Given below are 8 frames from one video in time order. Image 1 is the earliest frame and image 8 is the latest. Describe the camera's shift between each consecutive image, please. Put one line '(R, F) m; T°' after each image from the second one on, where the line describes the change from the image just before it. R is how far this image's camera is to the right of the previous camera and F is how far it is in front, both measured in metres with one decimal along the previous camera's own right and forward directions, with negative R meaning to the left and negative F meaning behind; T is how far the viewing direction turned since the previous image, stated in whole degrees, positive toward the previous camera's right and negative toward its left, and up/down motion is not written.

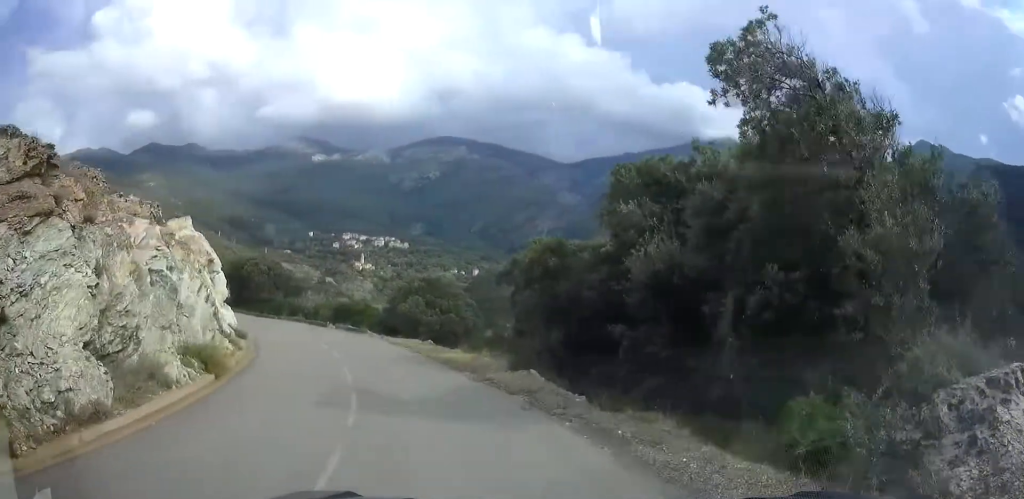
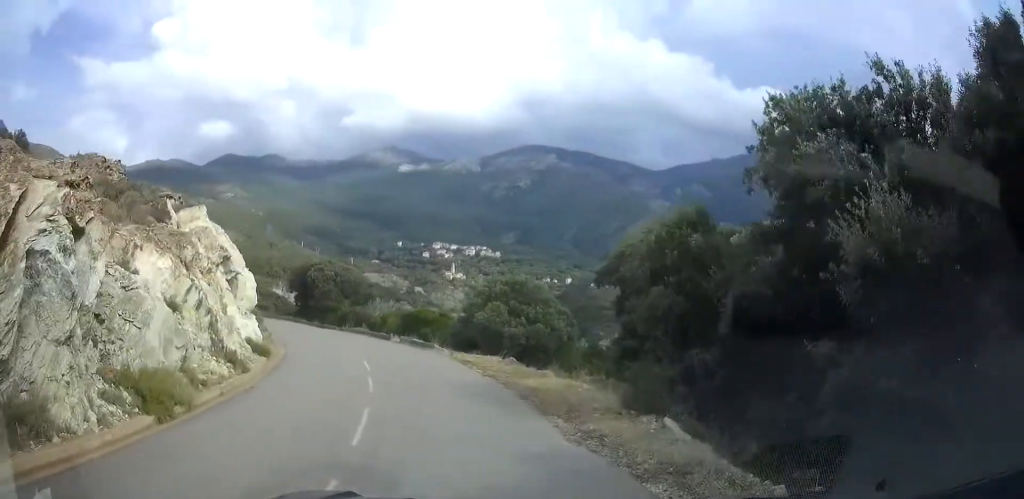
(-0.8, +5.3) m; -7°
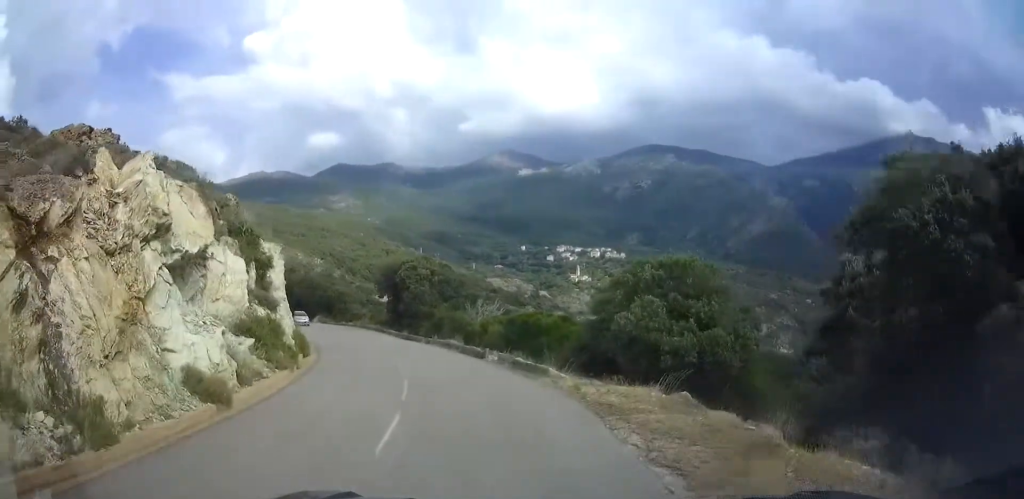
(-1.0, +9.3) m; -11°
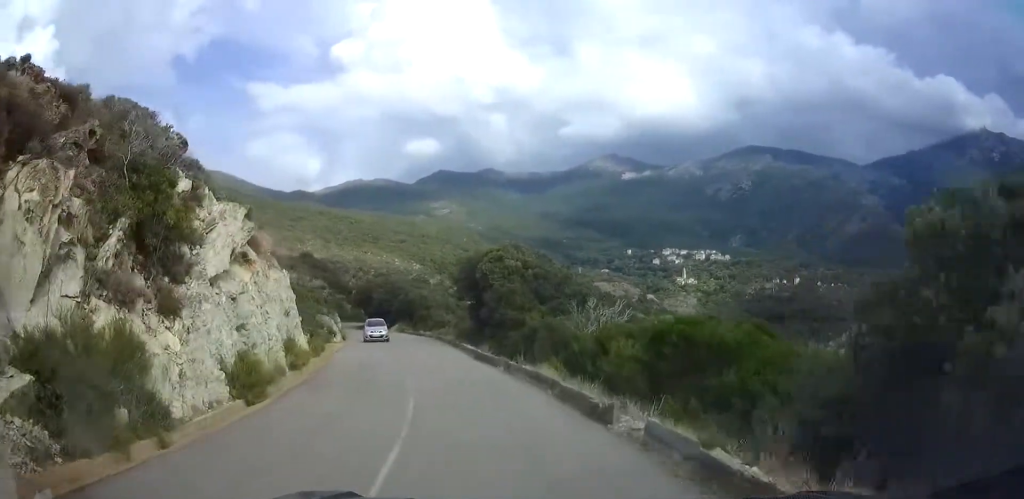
(-0.9, +10.9) m; -11°
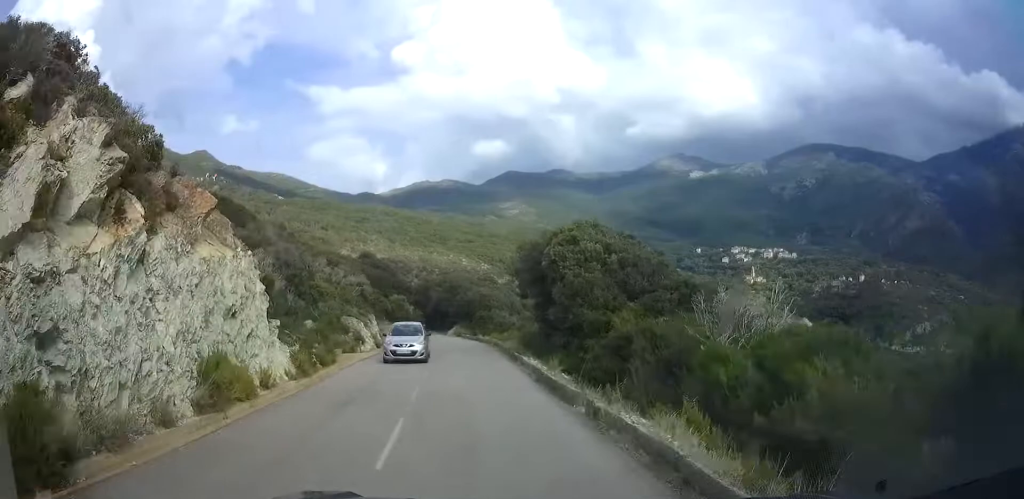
(-0.6, +7.8) m; -7°
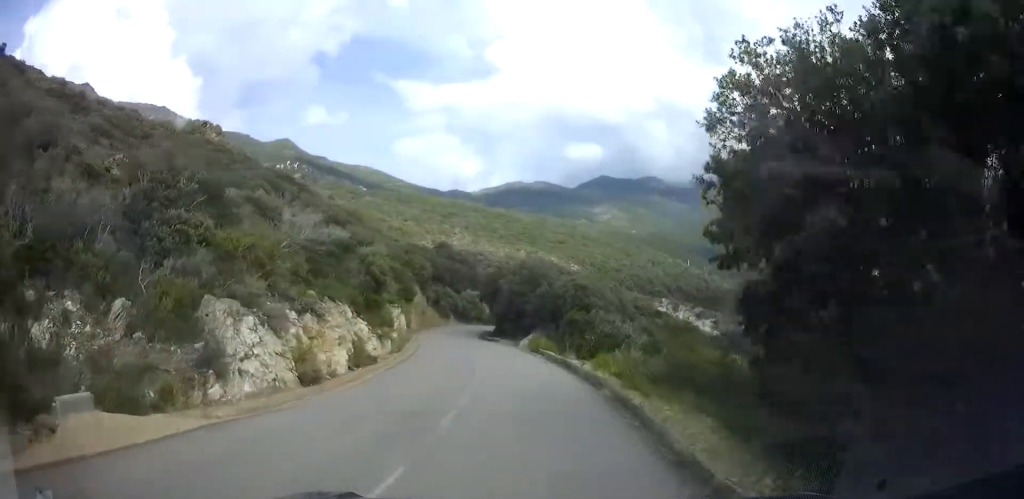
(-2.2, +19.9) m; -9°
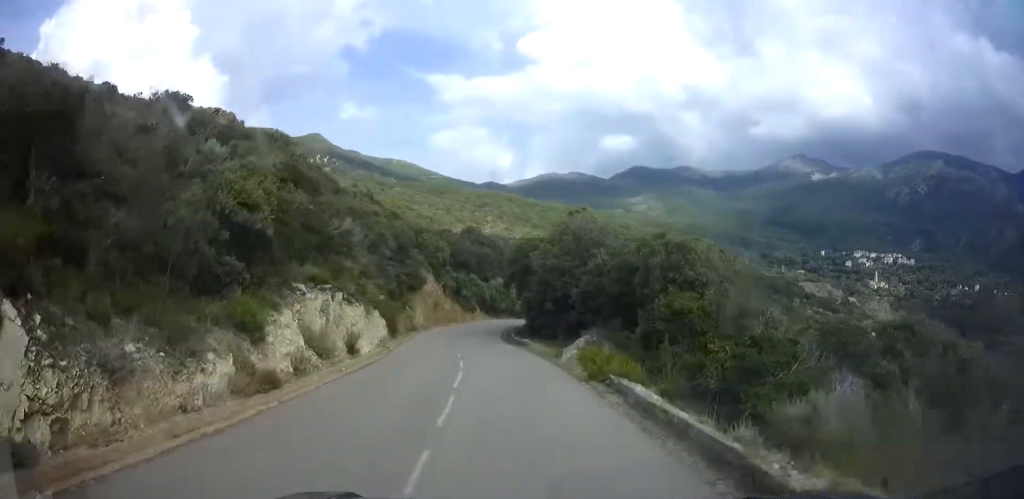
(-0.4, +16.1) m; -5°
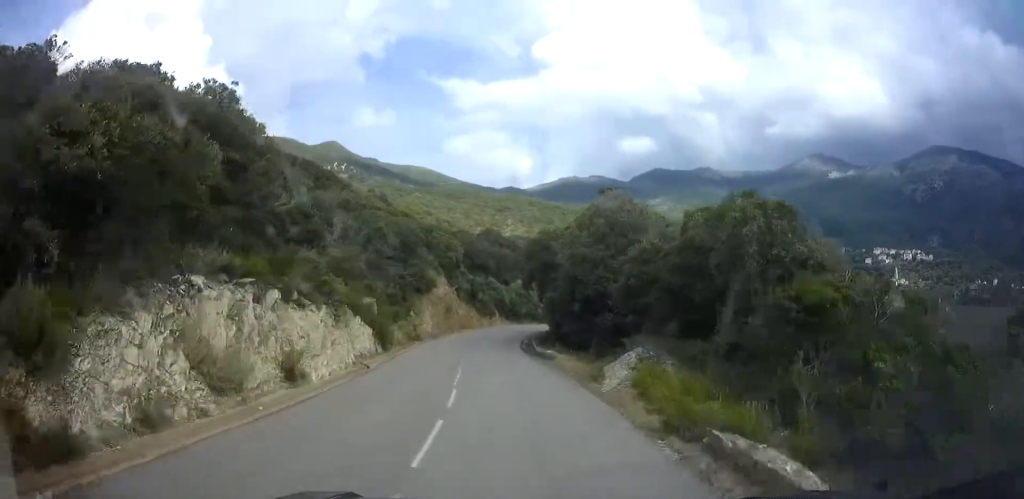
(-0.1, +6.4) m; -3°
